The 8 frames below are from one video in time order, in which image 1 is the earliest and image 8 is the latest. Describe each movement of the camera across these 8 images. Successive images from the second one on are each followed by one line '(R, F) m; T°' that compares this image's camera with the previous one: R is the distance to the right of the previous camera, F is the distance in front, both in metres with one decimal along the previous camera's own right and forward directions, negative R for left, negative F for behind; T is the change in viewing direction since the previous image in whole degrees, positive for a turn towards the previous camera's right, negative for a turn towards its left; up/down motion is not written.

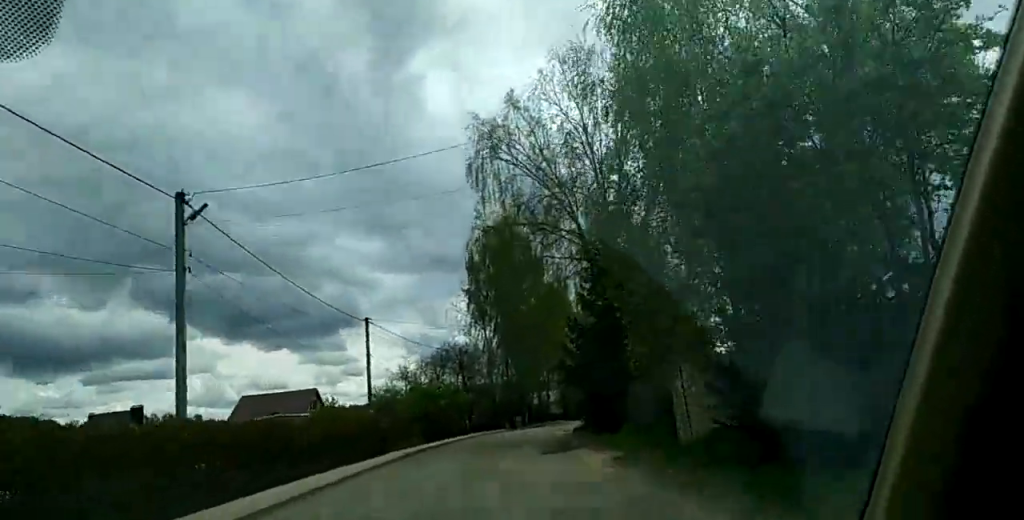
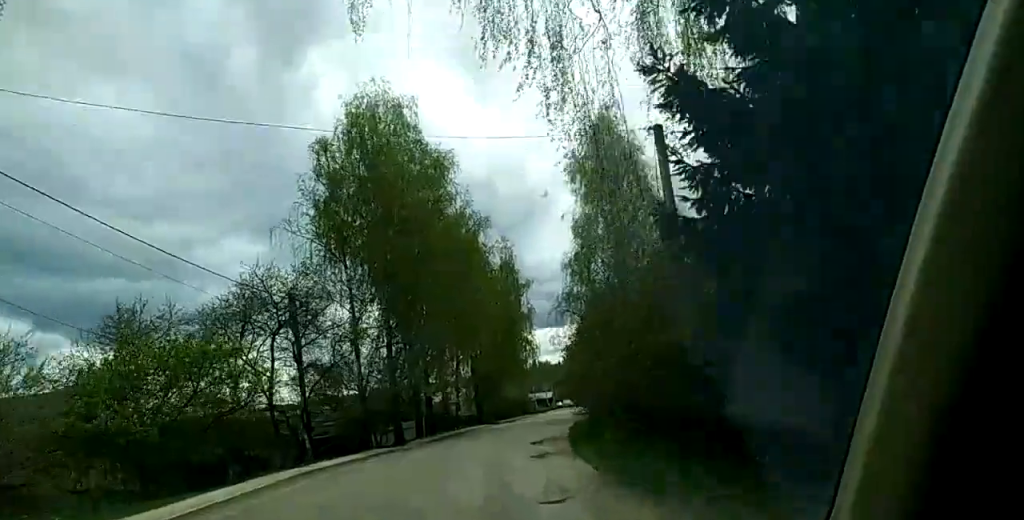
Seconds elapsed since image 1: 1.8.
(+0.3, +35.0) m; +3°
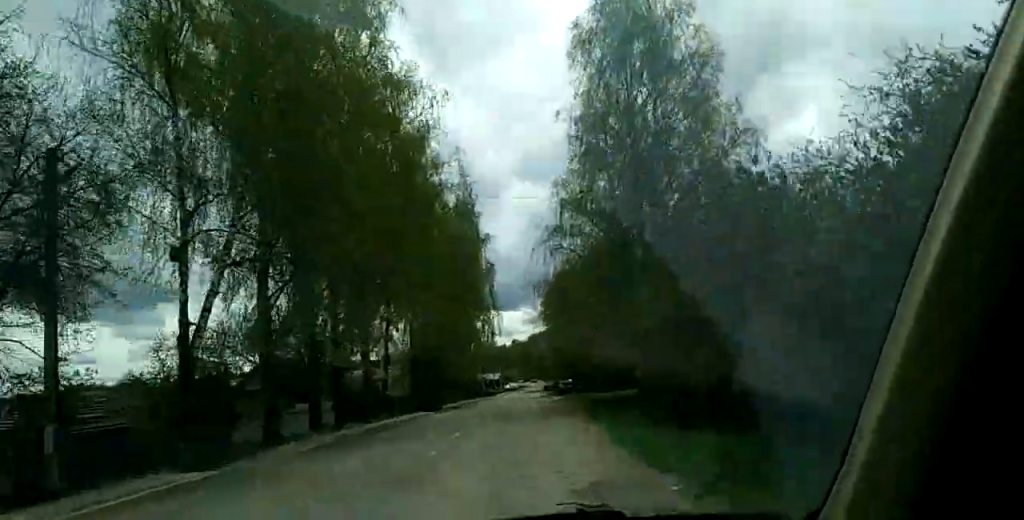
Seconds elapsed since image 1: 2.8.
(+0.5, +19.5) m; +3°
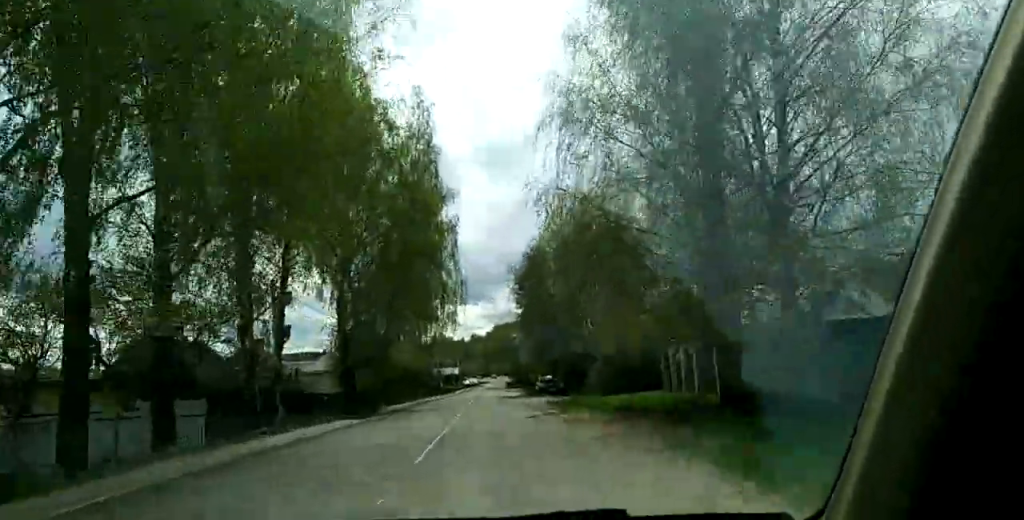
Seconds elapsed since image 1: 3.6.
(+0.3, +15.6) m; +1°
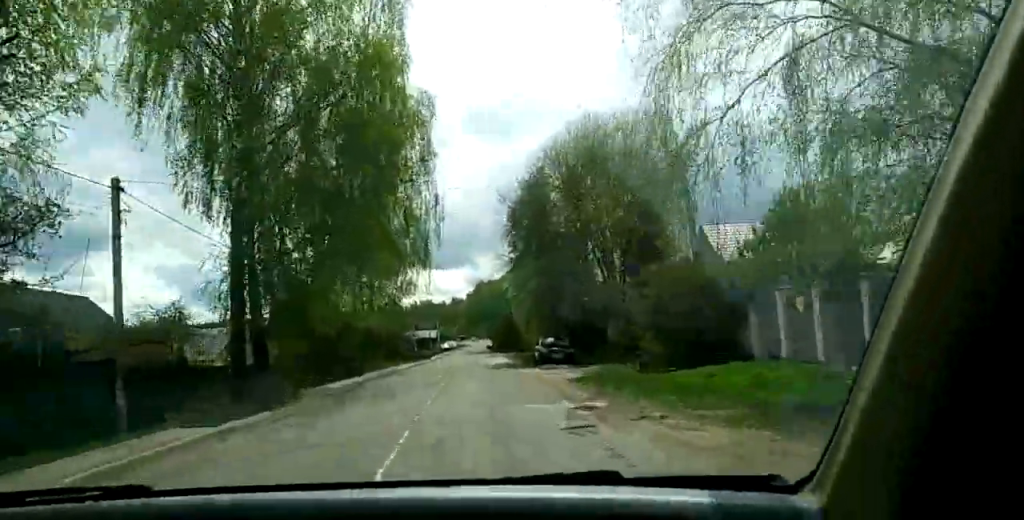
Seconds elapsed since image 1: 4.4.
(0.0, +15.5) m; +1°
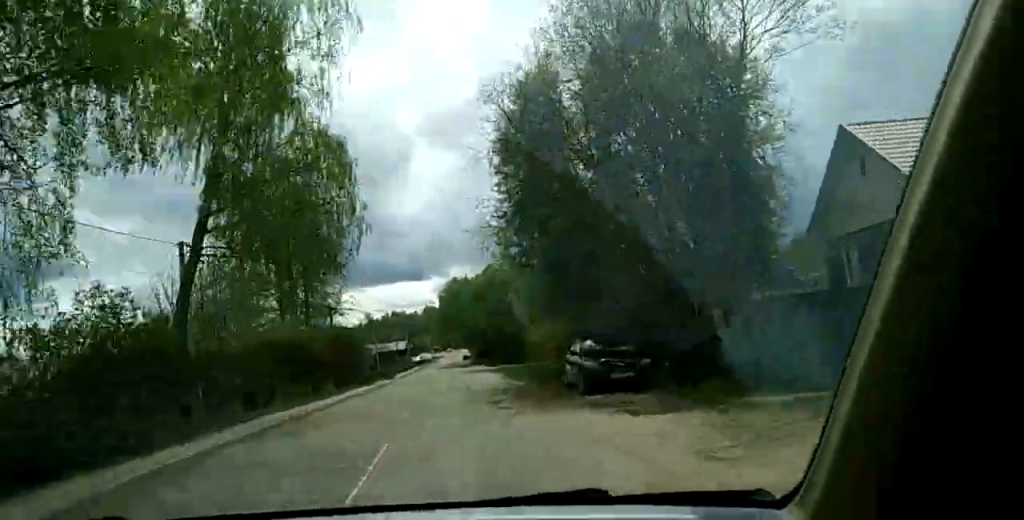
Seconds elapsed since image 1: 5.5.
(+0.6, +20.7) m; +3°
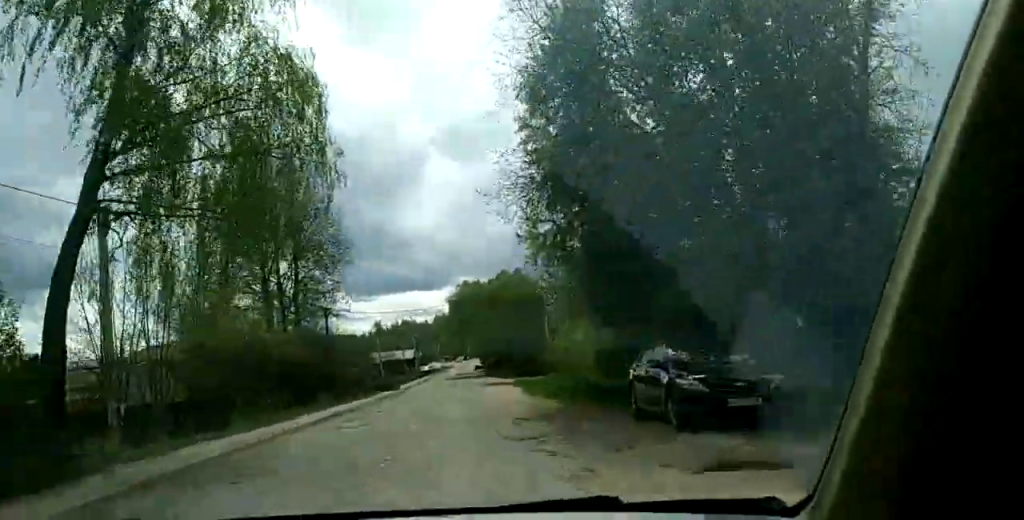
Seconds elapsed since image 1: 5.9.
(+0.3, +8.4) m; 0°
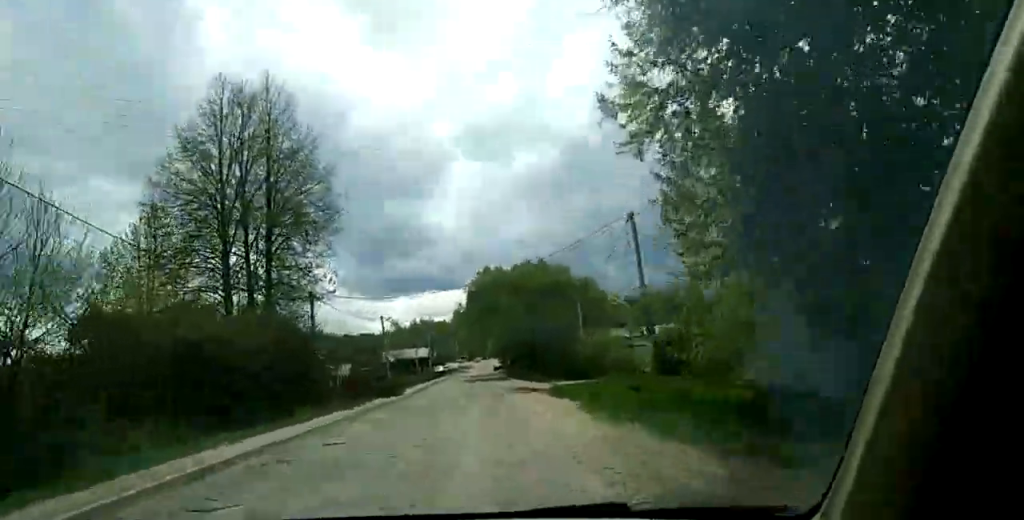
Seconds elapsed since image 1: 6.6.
(+0.1, +12.3) m; 0°
